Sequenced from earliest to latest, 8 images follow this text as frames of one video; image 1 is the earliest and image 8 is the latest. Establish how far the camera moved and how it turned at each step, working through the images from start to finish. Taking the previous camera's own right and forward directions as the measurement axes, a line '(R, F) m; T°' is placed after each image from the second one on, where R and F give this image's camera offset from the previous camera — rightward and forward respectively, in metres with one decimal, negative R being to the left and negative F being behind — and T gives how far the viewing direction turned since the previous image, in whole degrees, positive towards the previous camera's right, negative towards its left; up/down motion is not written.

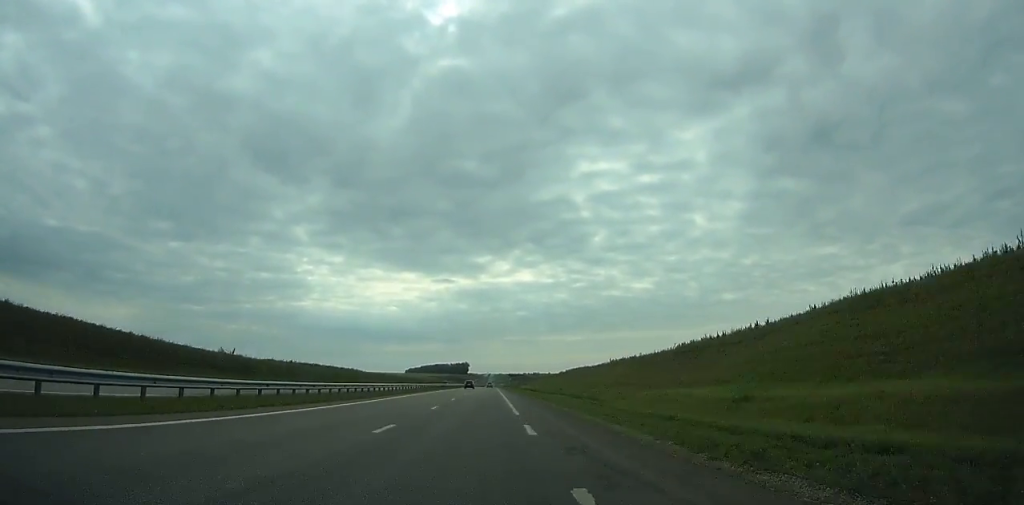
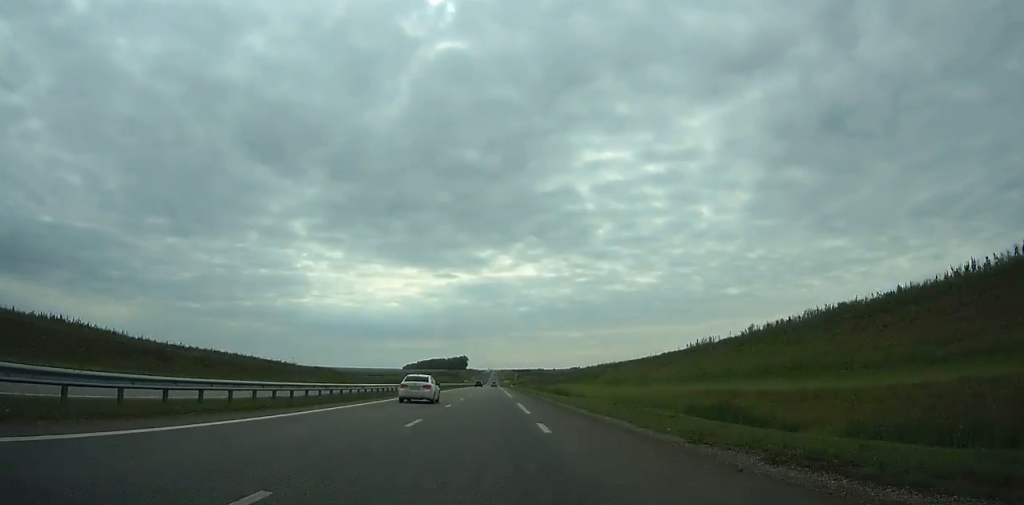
(-0.2, +141.2) m; 0°
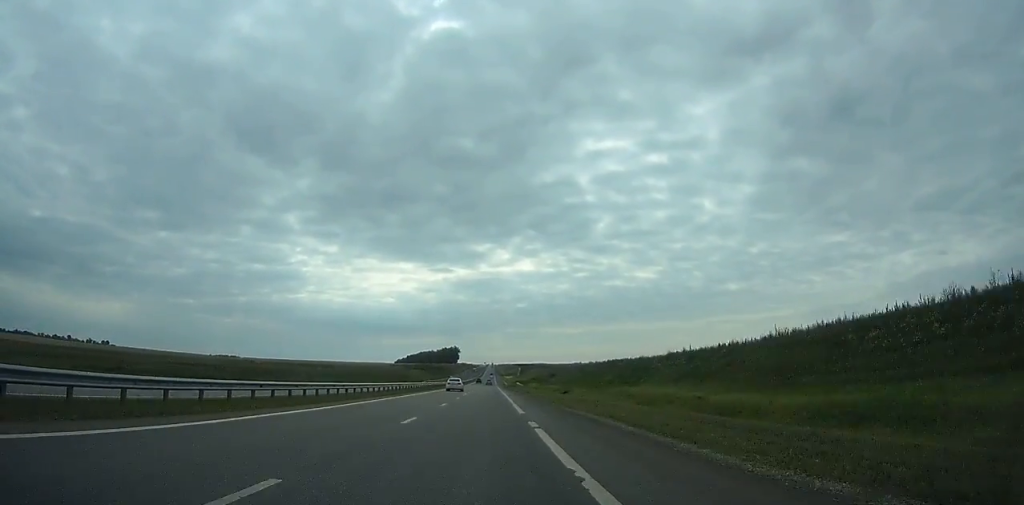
(0.0, +153.9) m; 0°
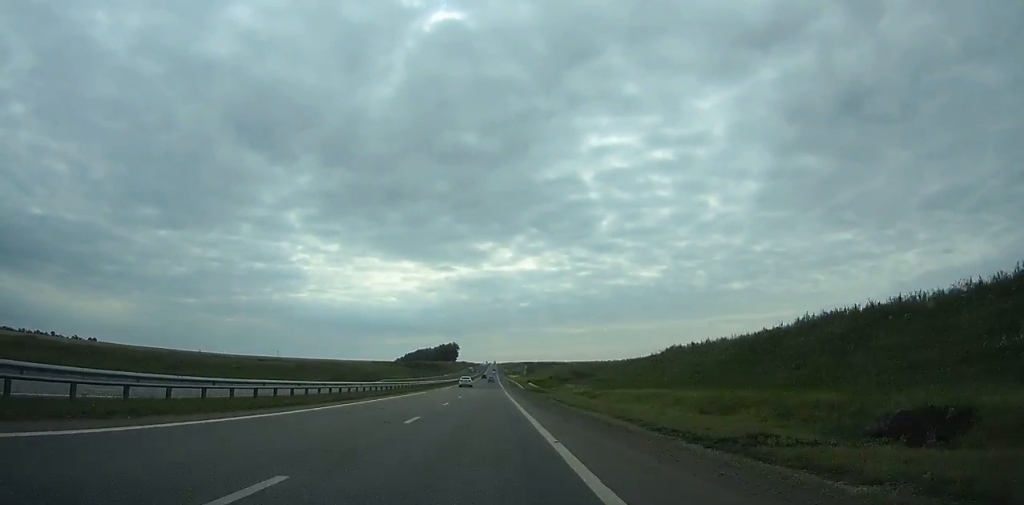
(0.0, +72.3) m; 0°
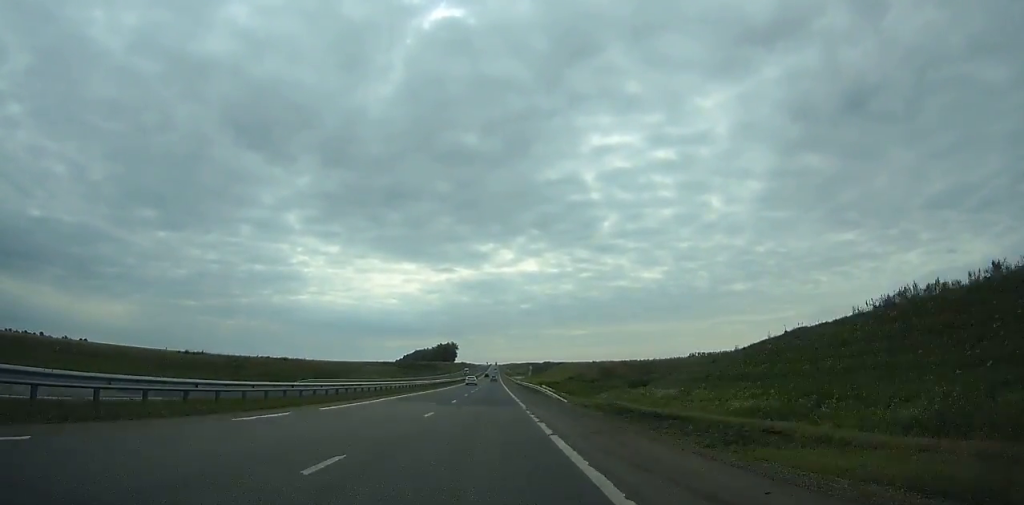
(0.0, +45.1) m; 0°
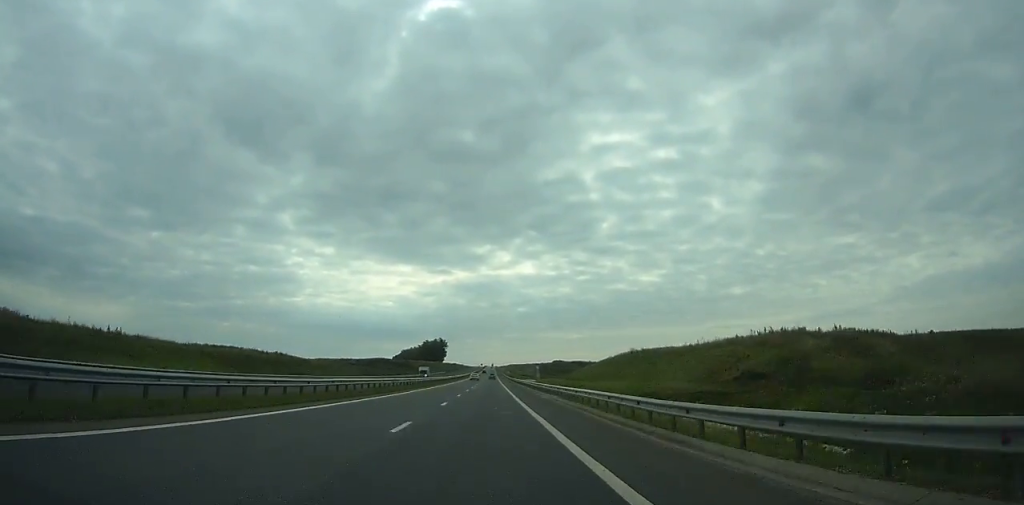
(+0.2, +101.8) m; 0°
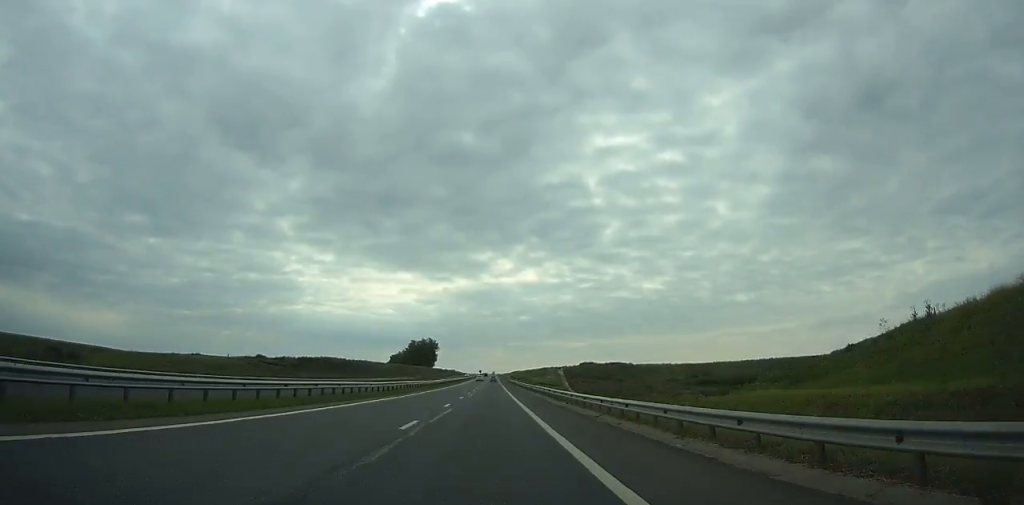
(+0.2, +107.2) m; 0°
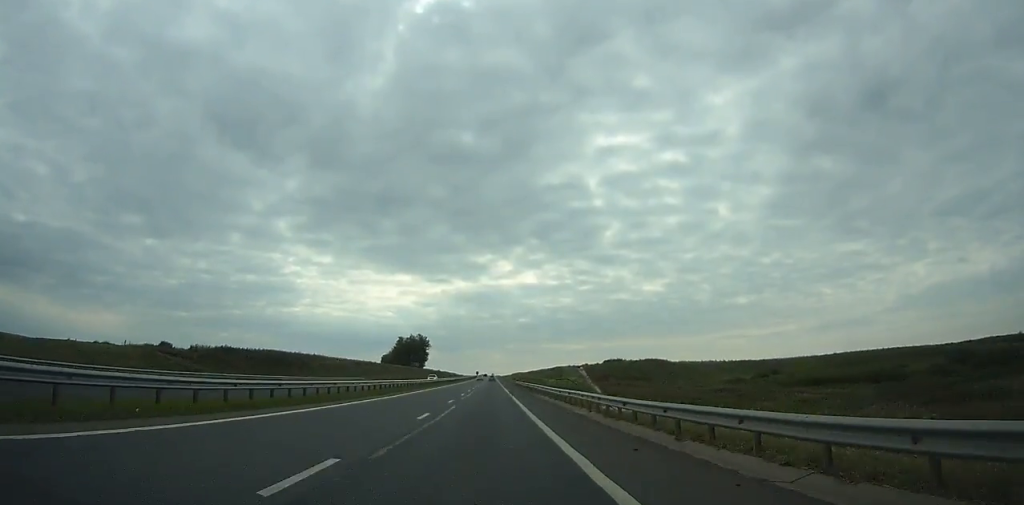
(-0.1, +56.4) m; 0°
